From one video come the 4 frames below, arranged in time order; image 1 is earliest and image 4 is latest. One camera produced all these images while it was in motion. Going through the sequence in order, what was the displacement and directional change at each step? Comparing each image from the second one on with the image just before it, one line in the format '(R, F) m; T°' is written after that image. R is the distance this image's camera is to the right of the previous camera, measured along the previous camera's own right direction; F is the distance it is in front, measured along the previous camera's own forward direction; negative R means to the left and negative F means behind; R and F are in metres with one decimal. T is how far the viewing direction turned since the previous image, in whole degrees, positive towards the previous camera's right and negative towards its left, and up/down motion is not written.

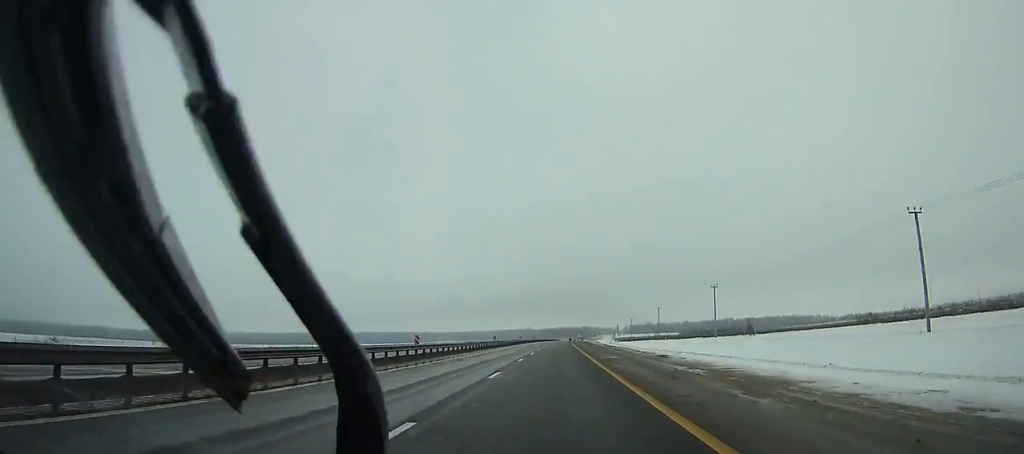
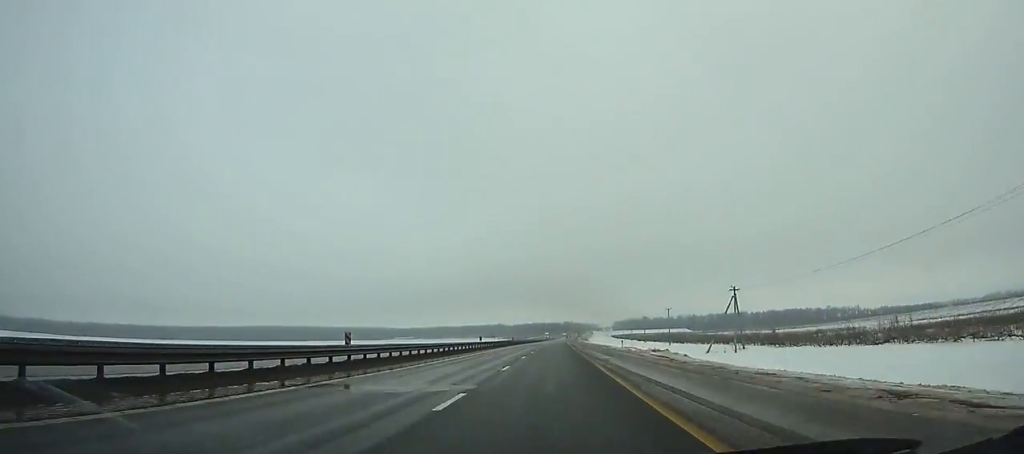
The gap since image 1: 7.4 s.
(+3.2, +211.3) m; +1°
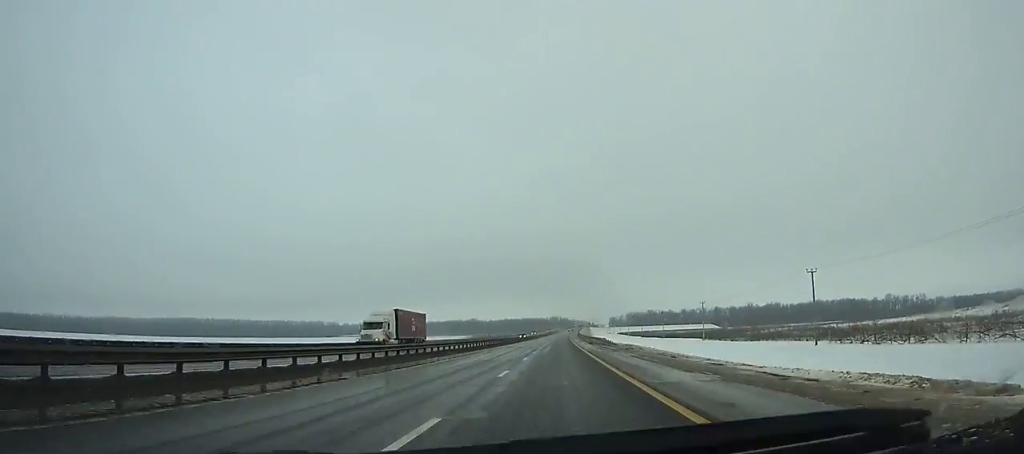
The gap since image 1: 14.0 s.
(+2.7, +196.1) m; +2°
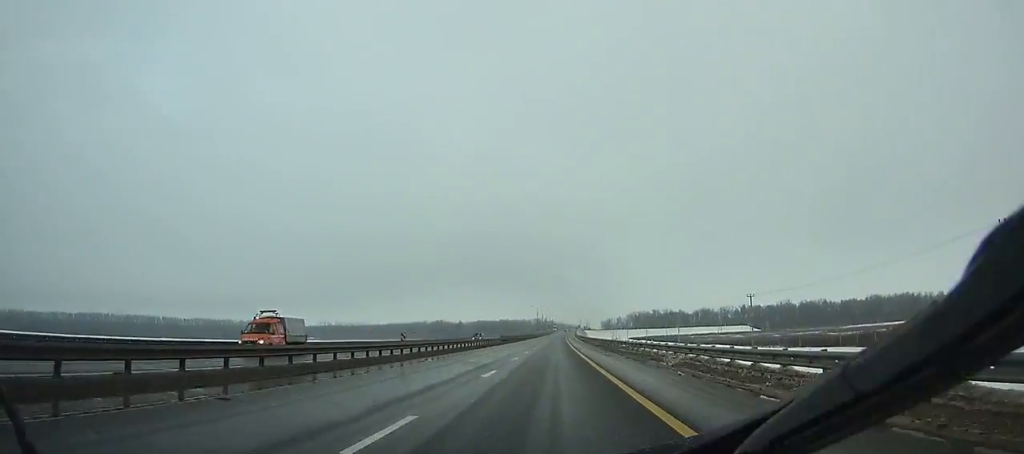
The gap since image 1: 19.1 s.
(+1.5, +155.8) m; +1°
